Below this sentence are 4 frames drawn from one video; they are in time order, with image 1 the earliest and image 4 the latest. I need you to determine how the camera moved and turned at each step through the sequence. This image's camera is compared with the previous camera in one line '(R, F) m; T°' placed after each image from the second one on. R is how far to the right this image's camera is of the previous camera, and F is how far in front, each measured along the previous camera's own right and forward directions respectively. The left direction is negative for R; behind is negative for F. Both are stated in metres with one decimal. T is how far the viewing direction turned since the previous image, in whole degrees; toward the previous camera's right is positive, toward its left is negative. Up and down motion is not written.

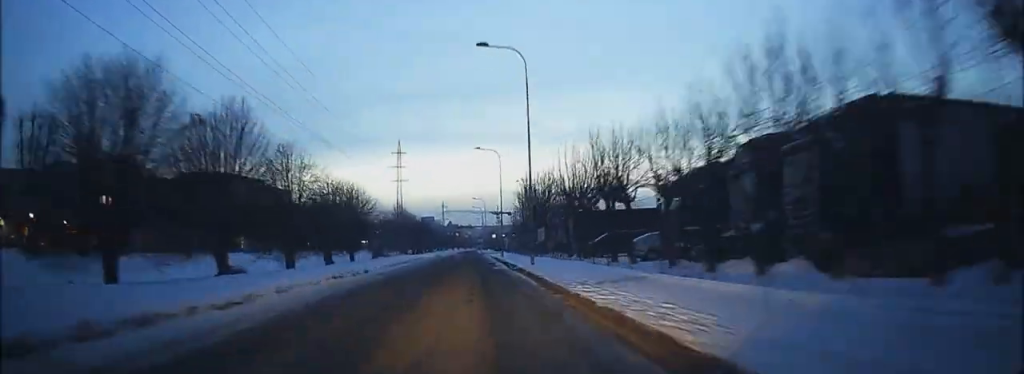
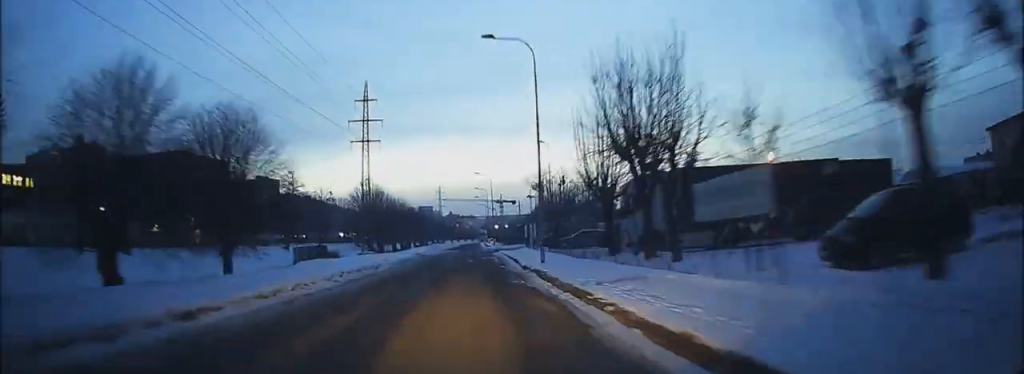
(+0.4, +29.7) m; -1°
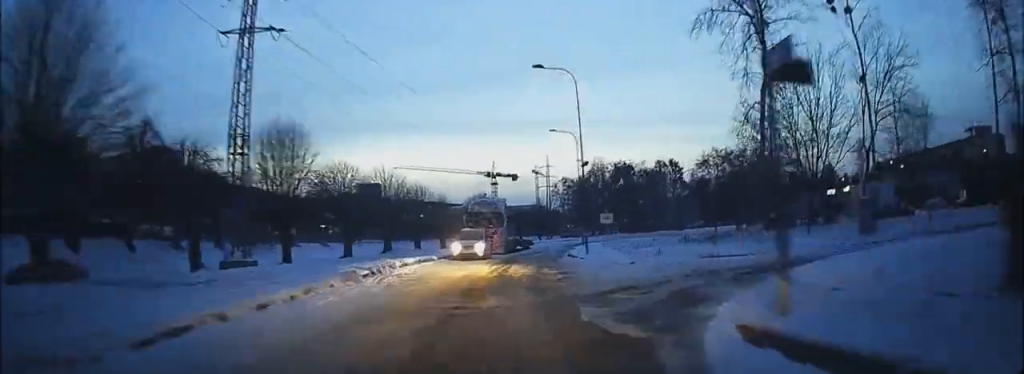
(+0.4, +124.8) m; +14°
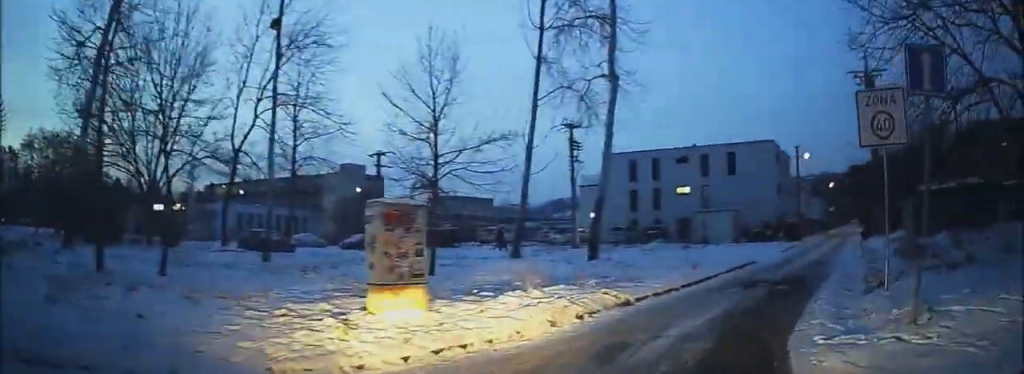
(+0.4, +23.5) m; +12°
